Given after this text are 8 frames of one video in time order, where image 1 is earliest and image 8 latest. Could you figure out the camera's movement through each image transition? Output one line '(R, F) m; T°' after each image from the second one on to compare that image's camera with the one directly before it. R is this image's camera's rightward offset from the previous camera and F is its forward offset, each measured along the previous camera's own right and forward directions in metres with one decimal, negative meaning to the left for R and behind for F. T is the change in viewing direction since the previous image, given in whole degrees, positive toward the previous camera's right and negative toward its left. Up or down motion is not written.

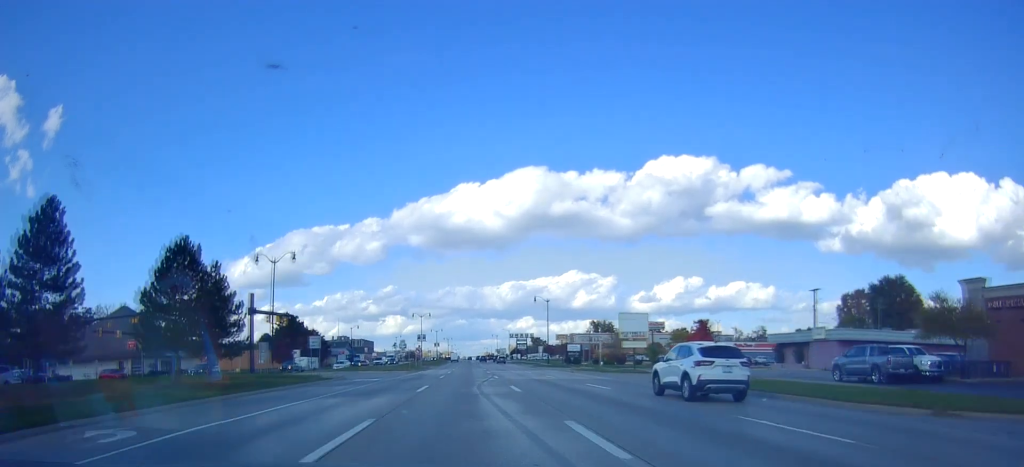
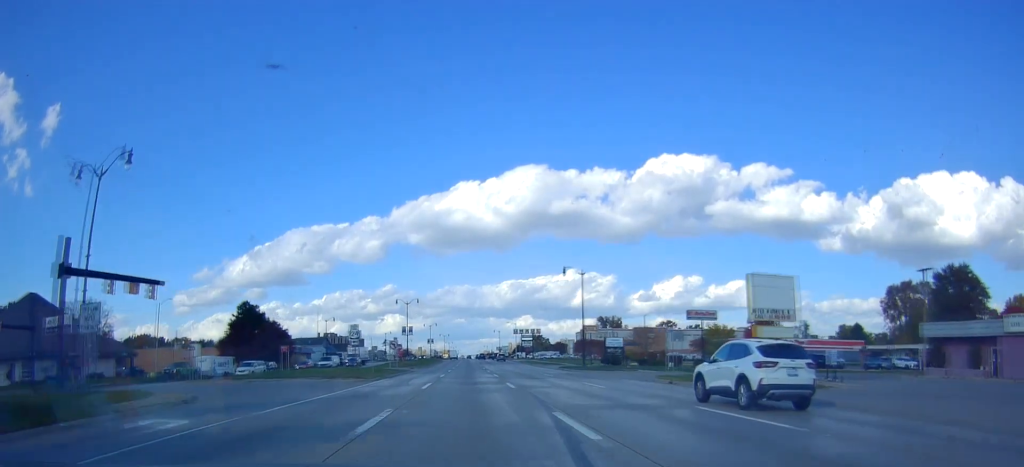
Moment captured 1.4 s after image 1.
(+1.1, +28.6) m; +2°
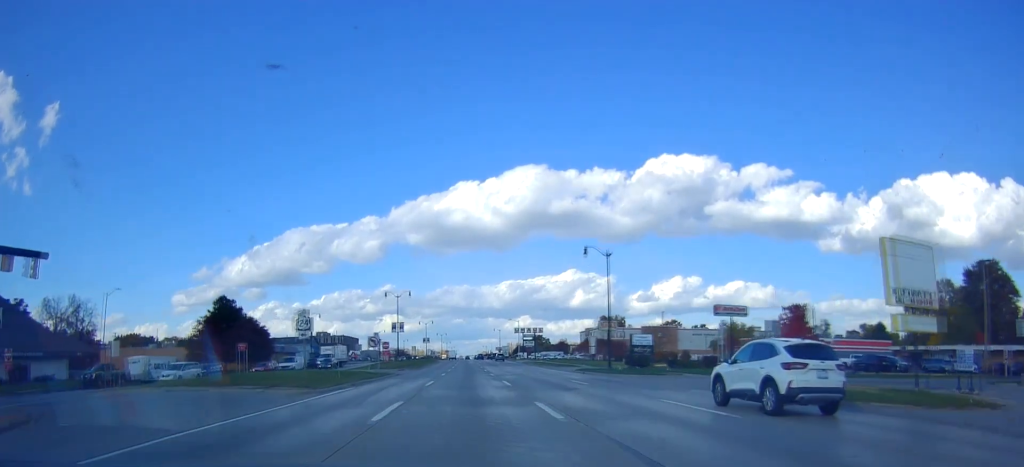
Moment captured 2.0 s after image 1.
(+0.1, +12.3) m; -1°
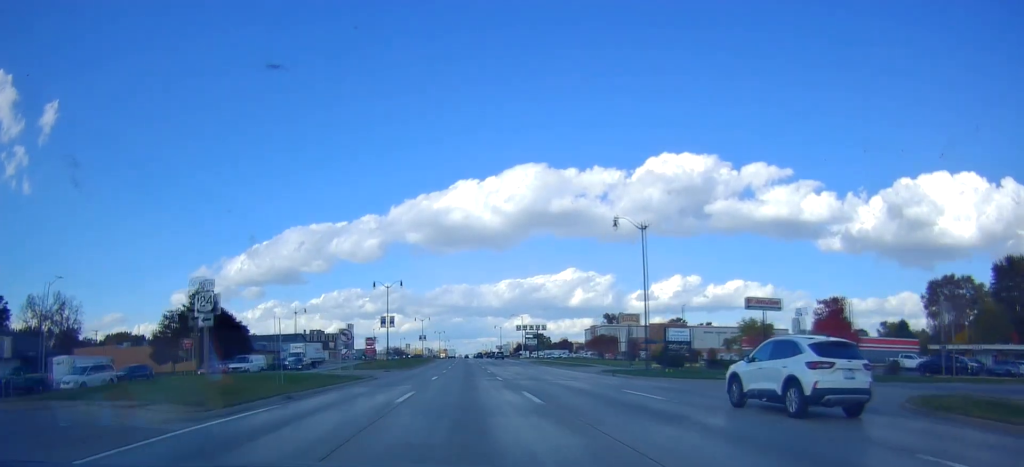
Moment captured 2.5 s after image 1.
(-0.2, +10.8) m; 0°
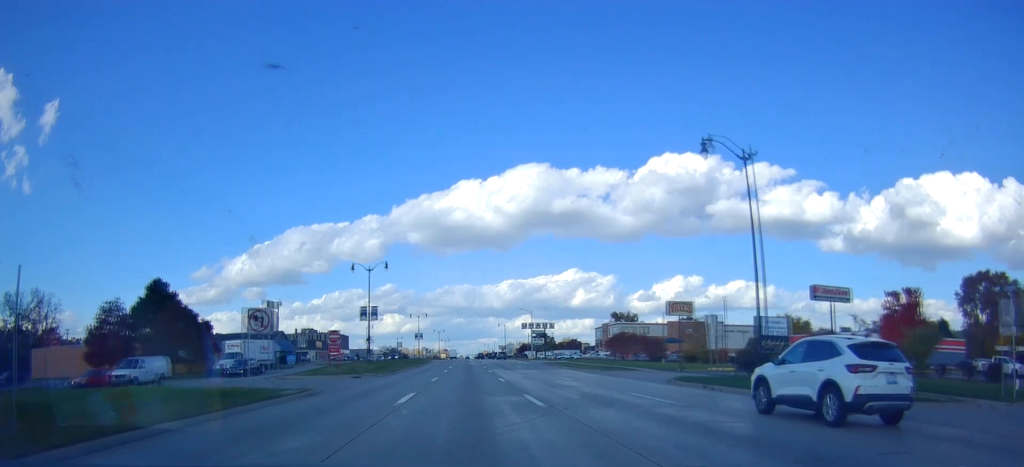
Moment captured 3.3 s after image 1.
(0.0, +16.0) m; 0°
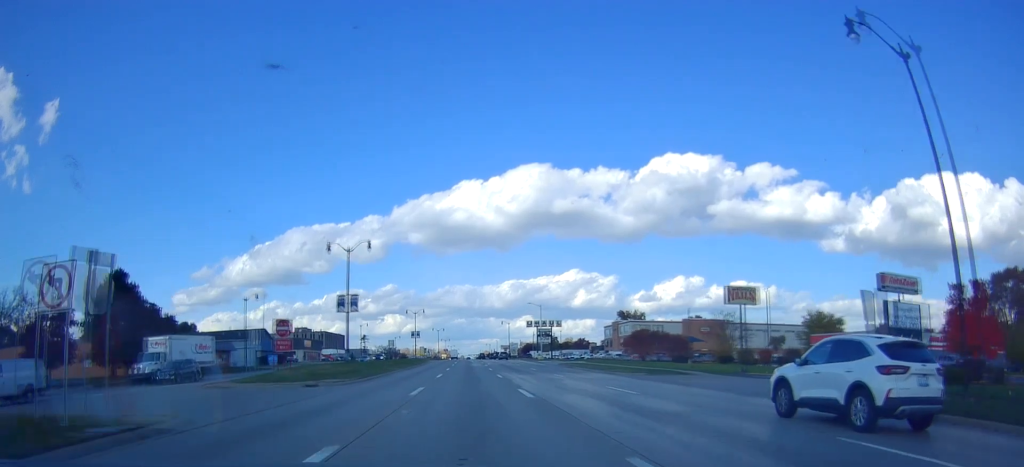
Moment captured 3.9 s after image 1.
(+0.3, +12.0) m; -1°
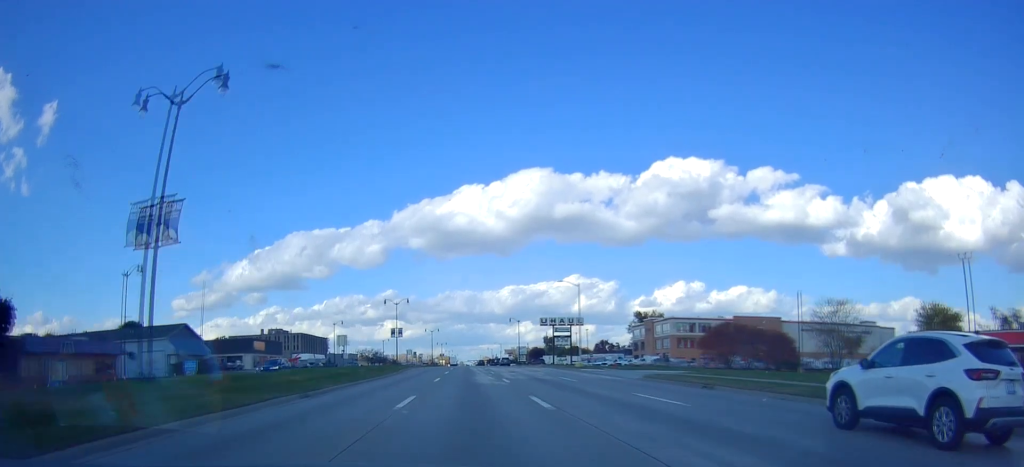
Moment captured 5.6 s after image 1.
(-0.2, +33.6) m; 0°
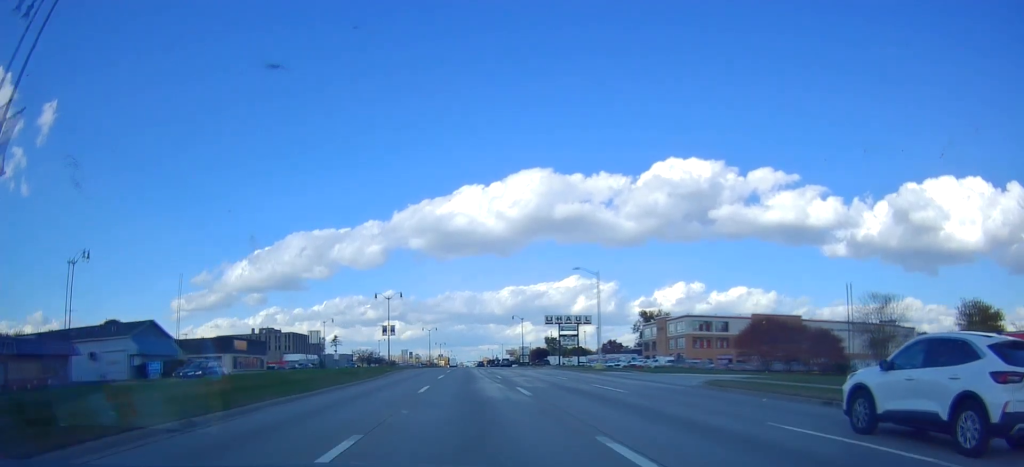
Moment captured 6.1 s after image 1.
(+0.1, +9.5) m; 0°
